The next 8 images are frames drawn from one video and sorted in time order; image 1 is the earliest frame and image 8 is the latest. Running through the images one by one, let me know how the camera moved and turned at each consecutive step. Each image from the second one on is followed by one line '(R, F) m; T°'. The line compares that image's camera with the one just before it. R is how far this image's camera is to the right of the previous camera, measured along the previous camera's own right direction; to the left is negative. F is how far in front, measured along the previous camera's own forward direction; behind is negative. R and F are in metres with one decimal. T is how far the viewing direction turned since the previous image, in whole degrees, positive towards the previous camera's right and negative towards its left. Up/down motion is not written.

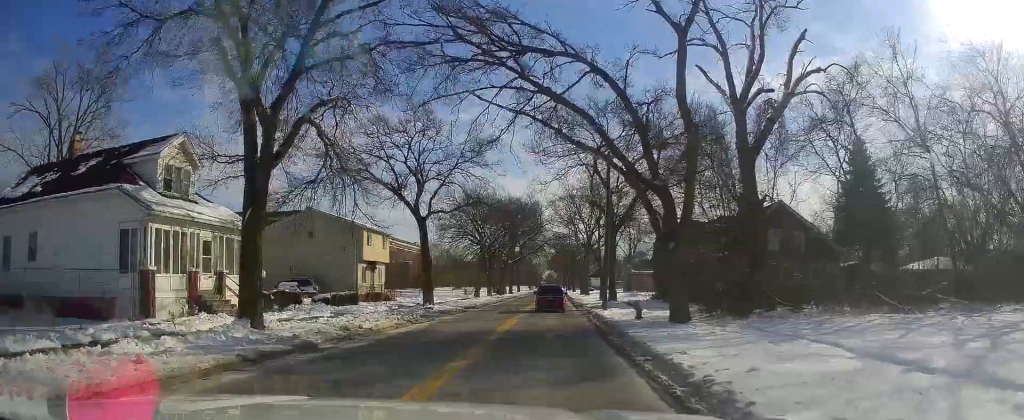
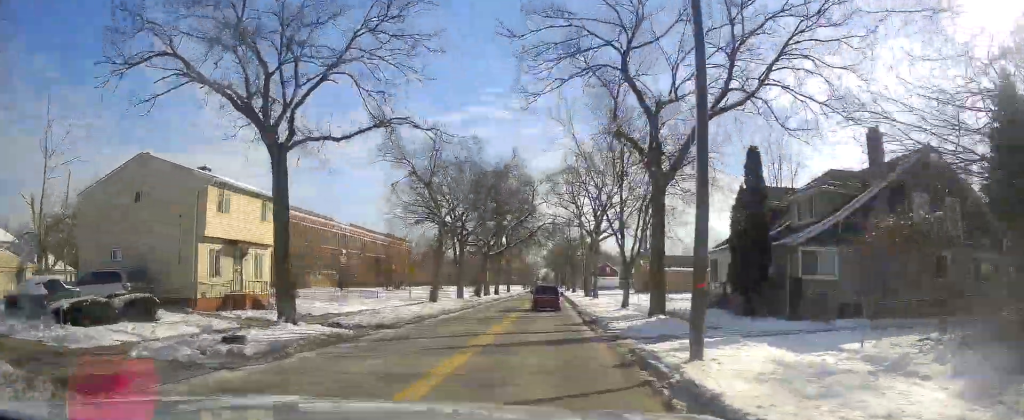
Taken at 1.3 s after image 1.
(-0.4, +21.2) m; -2°
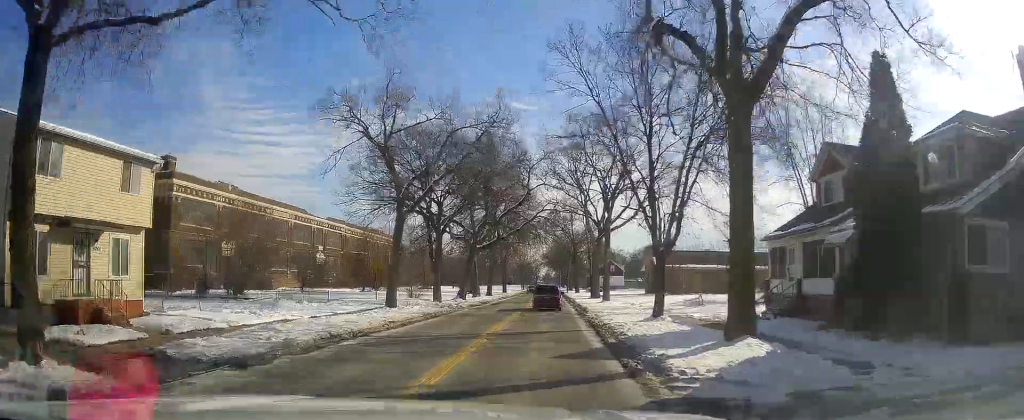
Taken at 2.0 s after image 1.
(0.0, +11.1) m; +2°
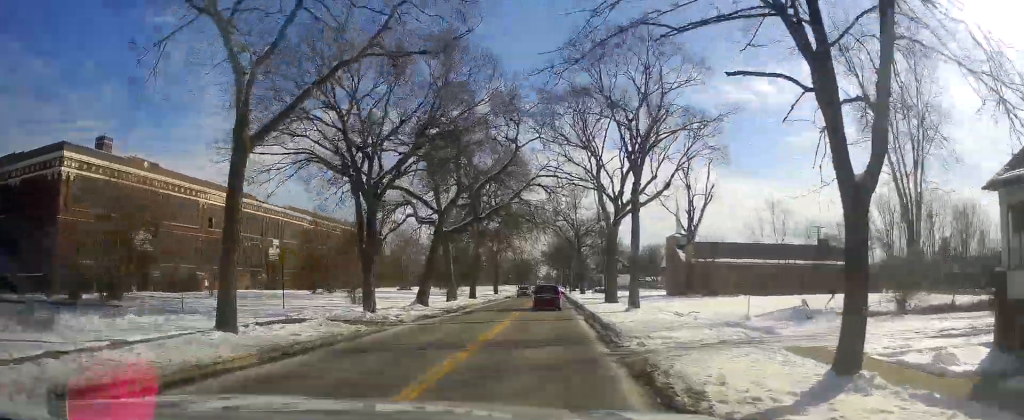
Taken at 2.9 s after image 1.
(+0.6, +16.3) m; +1°
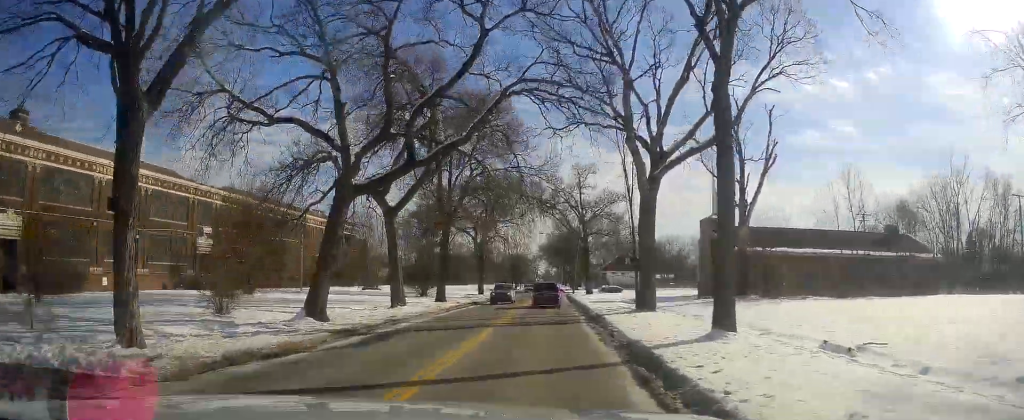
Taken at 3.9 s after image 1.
(-0.2, +17.2) m; -1°
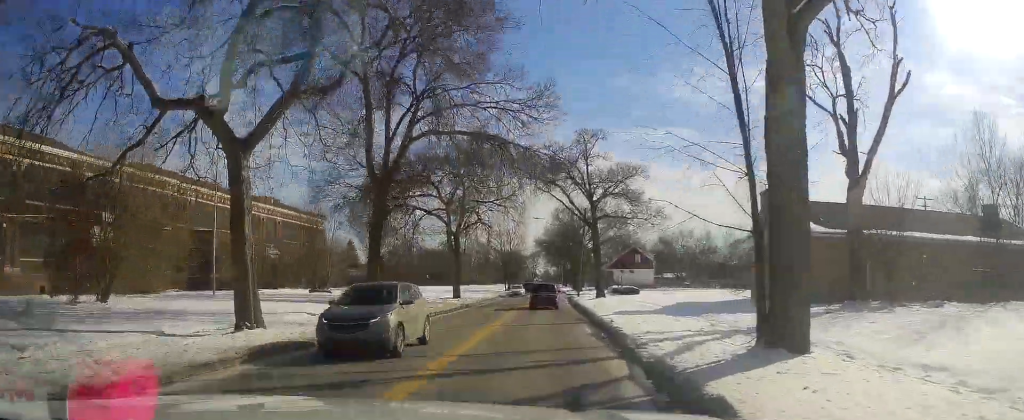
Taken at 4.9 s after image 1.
(-0.2, +17.4) m; 0°
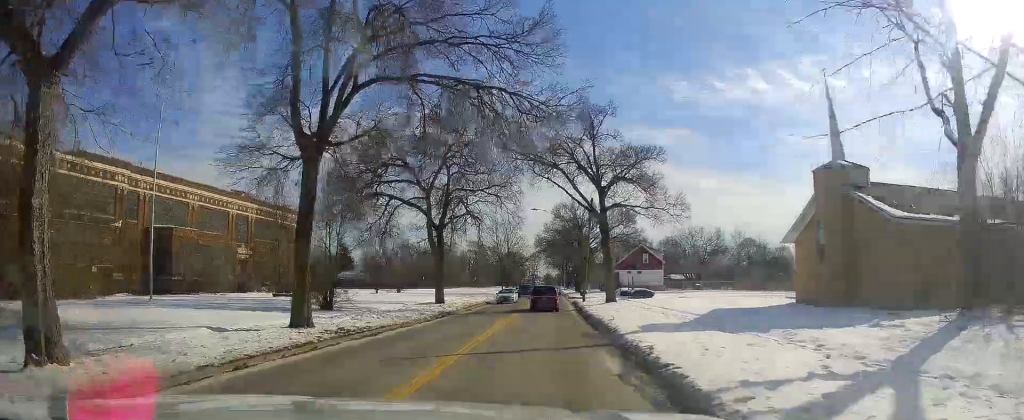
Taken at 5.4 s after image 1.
(0.0, +8.7) m; +1°
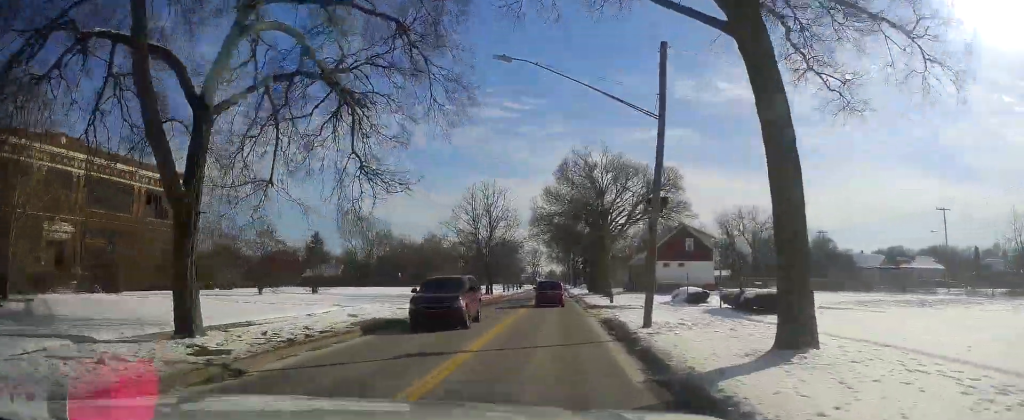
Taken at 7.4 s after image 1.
(-0.1, +33.2) m; -1°
